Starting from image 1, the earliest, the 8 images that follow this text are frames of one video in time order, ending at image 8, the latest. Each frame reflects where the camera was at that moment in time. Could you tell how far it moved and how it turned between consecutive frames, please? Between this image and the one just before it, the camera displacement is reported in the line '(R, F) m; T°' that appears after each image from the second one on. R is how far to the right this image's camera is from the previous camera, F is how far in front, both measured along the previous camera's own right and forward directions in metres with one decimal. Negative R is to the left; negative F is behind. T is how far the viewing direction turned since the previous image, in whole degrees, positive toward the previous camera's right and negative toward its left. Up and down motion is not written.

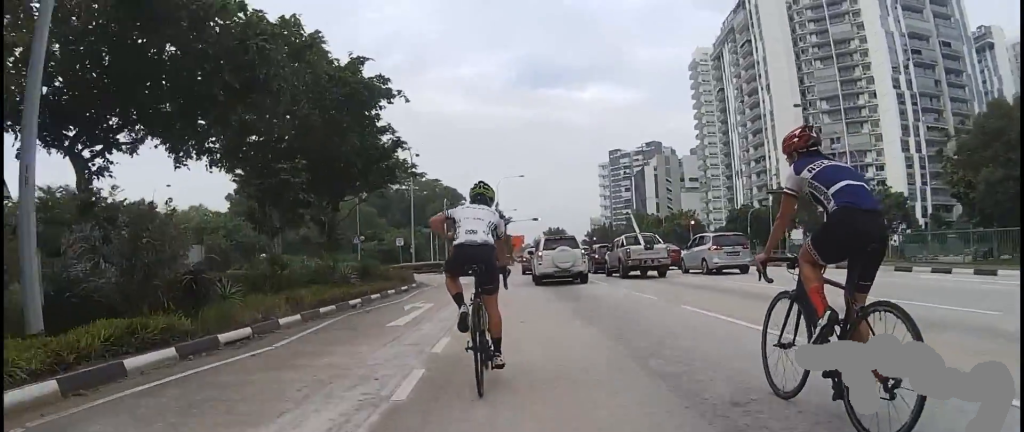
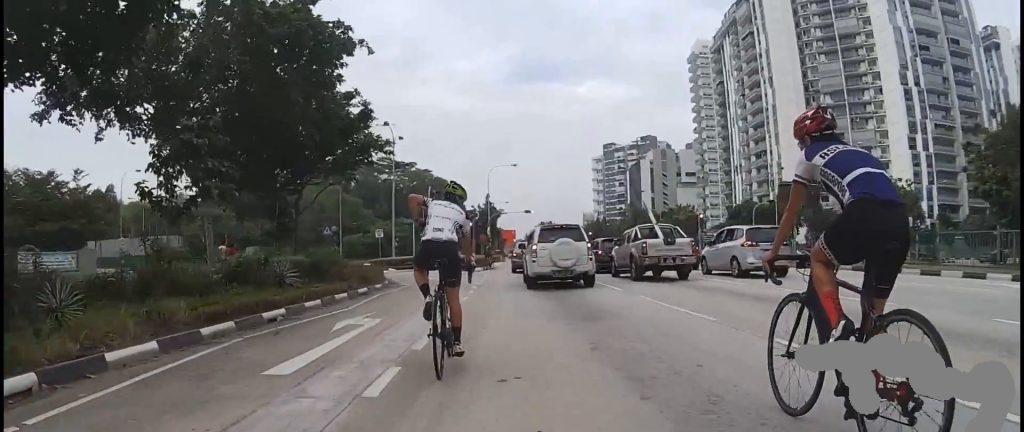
(+0.4, +4.6) m; +5°
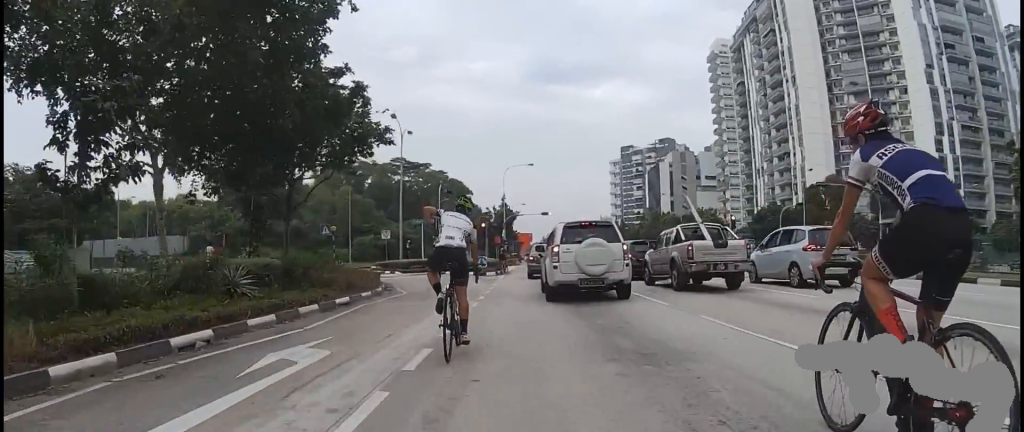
(0.0, +3.5) m; -2°
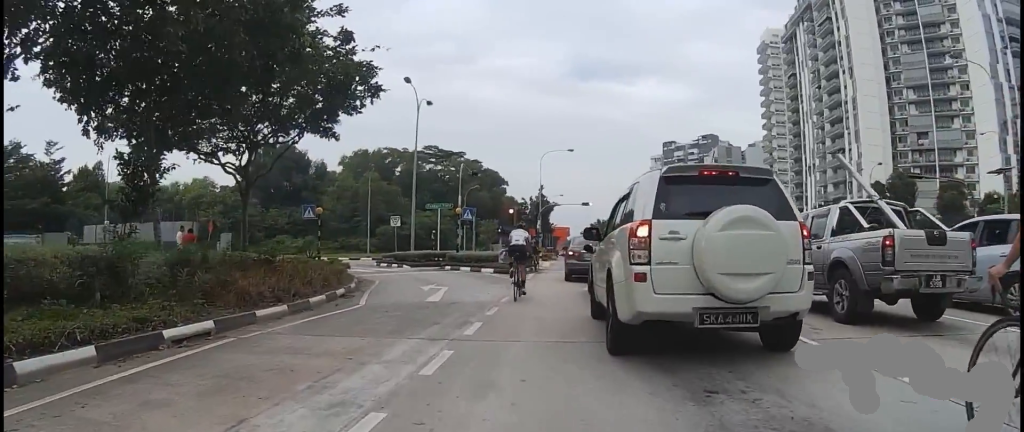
(-1.3, +11.3) m; -12°
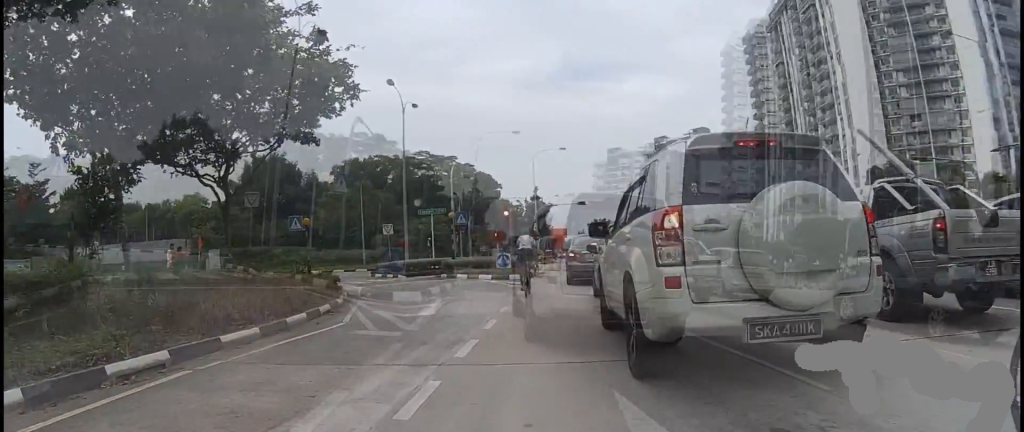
(-0.2, +3.1) m; 0°
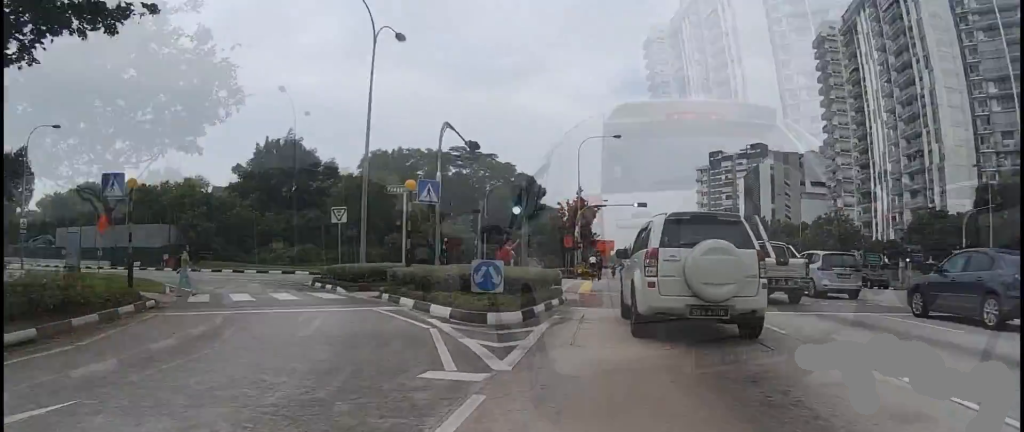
(+0.1, +3.1) m; +1°
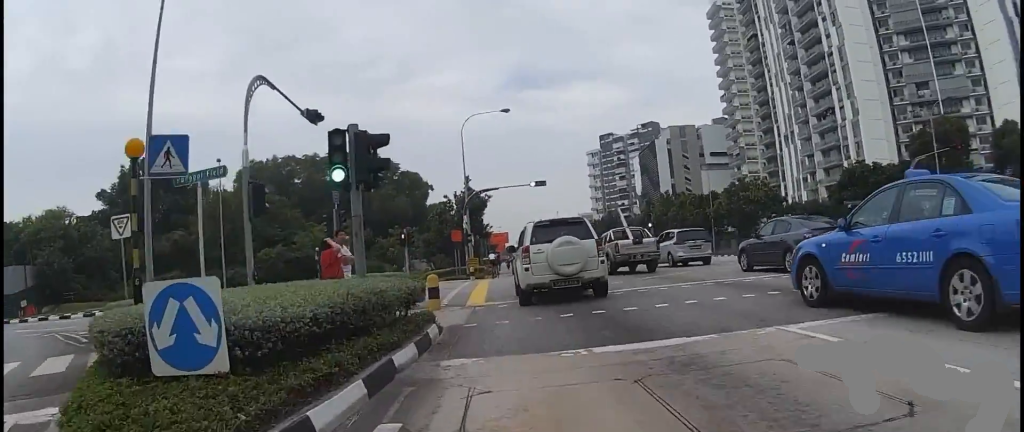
(+0.3, +9.2) m; +4°
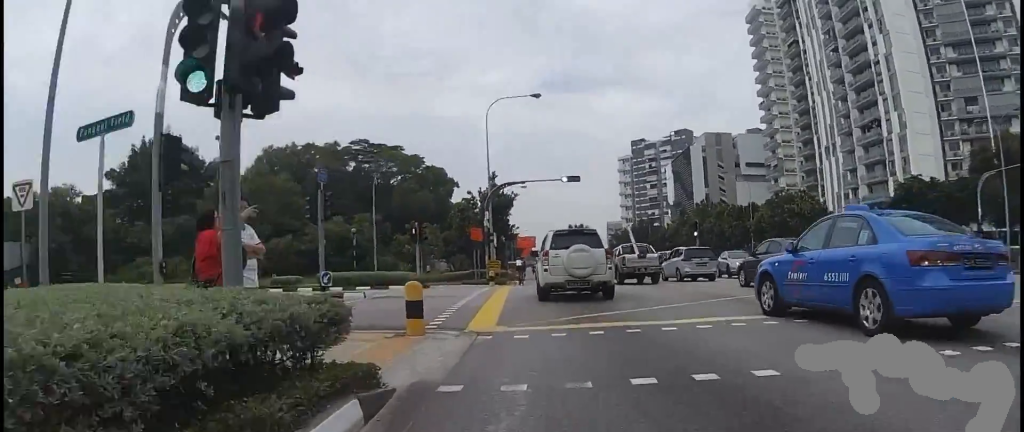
(+0.2, +5.0) m; -1°
